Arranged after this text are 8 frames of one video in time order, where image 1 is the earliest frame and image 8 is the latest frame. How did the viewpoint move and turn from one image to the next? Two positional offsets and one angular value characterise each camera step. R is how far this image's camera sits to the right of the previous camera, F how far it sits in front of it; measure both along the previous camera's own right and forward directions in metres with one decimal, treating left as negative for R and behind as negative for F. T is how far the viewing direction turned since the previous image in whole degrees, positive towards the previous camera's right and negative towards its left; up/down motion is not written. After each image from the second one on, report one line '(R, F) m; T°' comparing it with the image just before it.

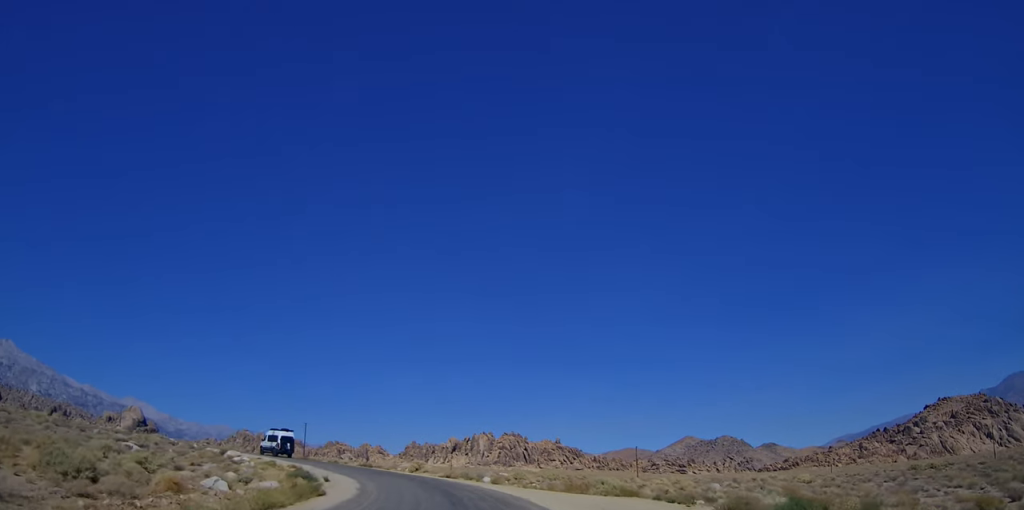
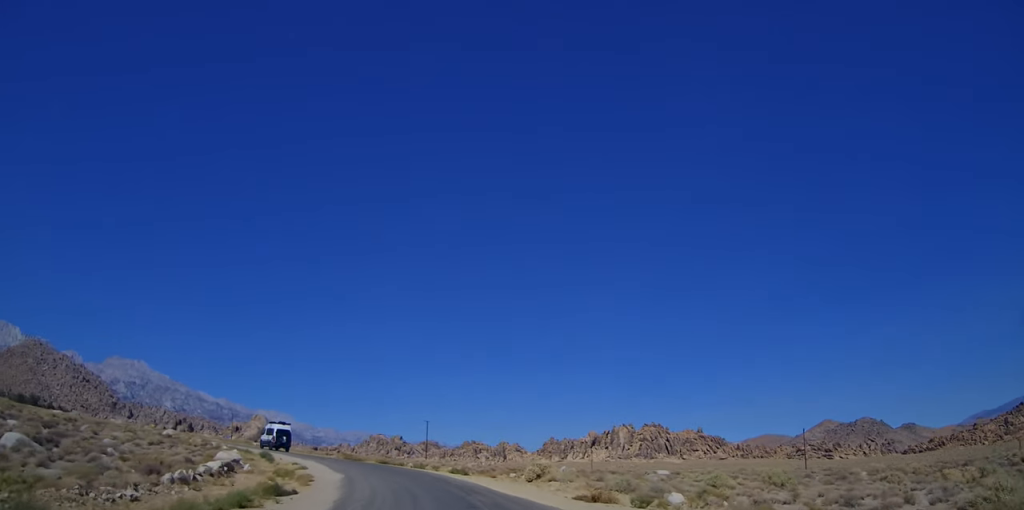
(-2.6, +19.5) m; -14°
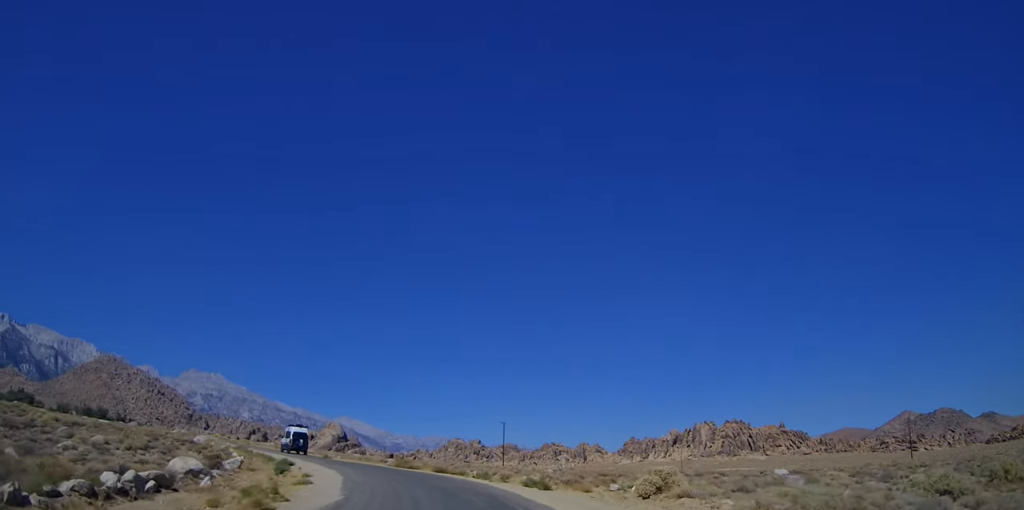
(-0.4, +11.1) m; -3°
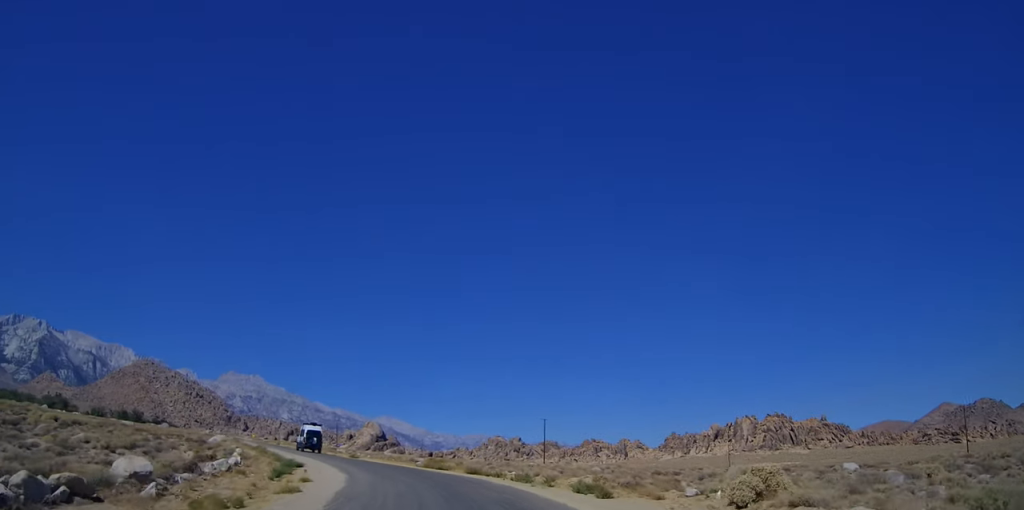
(+0.1, +5.6) m; -2°
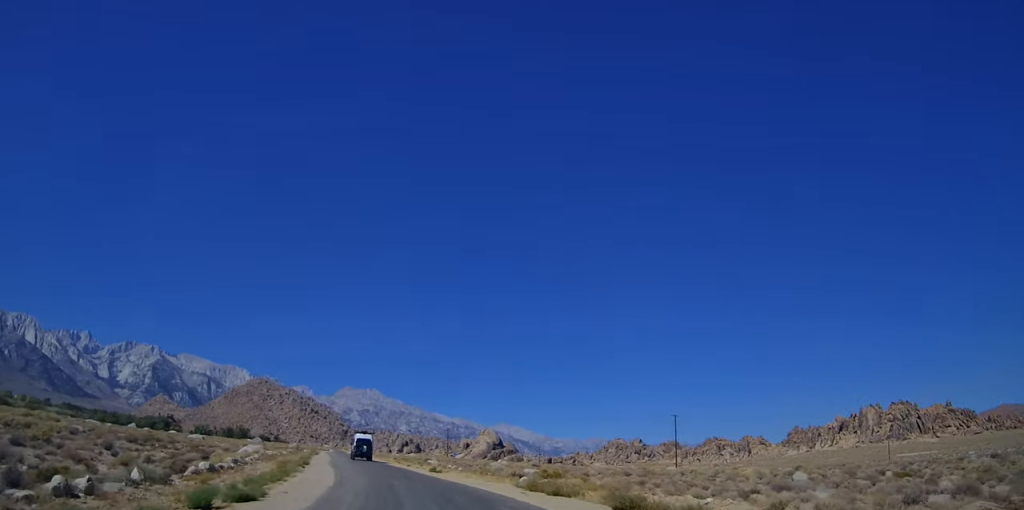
(-2.4, +19.1) m; -15°
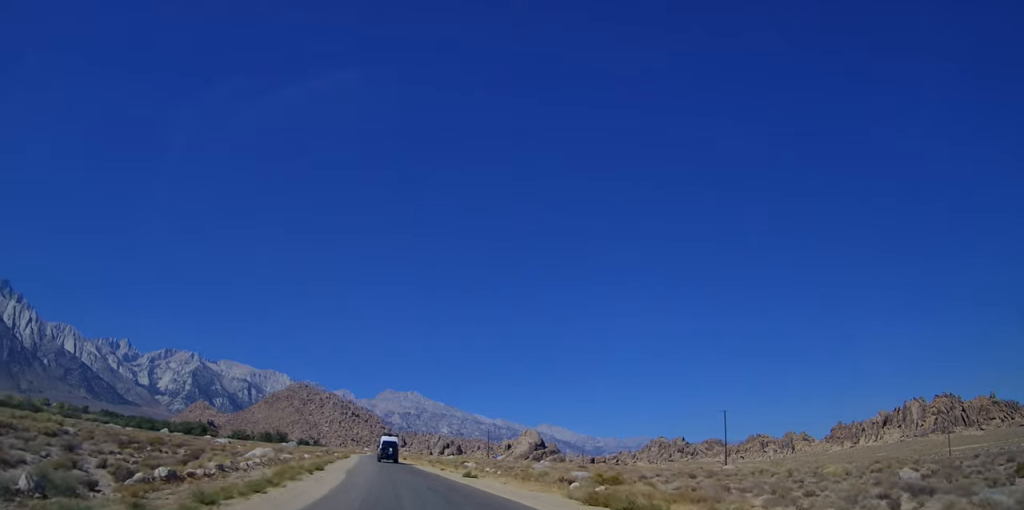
(-0.3, +6.6) m; -5°
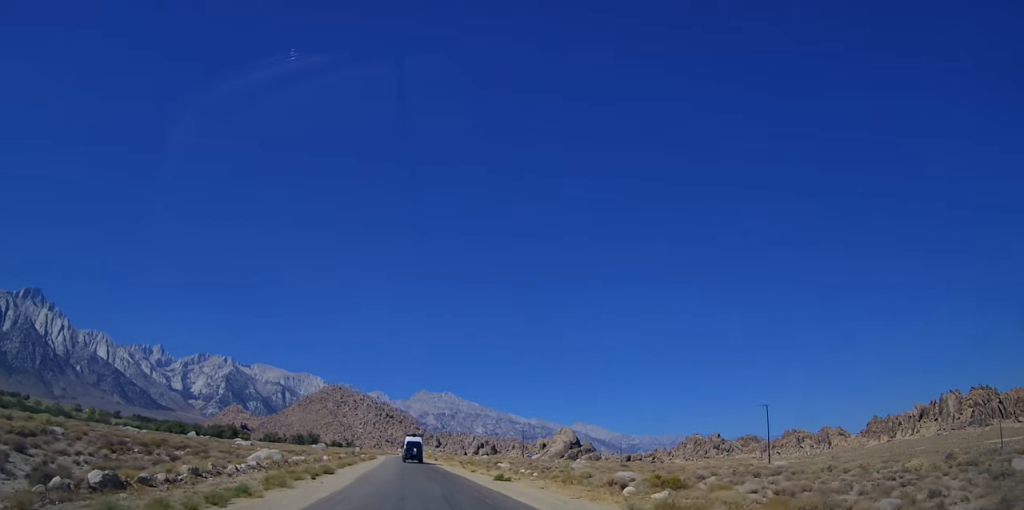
(-0.1, +5.2) m; -4°
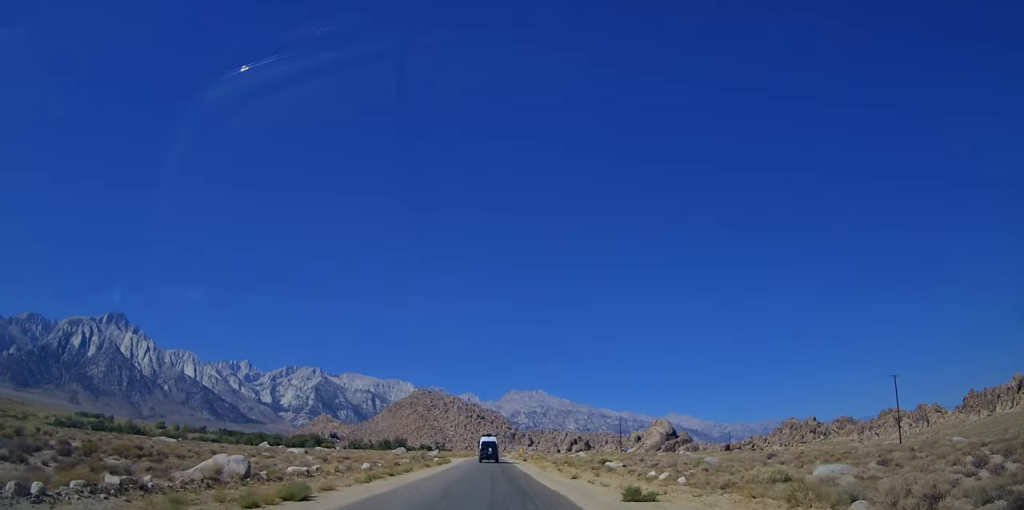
(-2.0, +16.2) m; -11°
